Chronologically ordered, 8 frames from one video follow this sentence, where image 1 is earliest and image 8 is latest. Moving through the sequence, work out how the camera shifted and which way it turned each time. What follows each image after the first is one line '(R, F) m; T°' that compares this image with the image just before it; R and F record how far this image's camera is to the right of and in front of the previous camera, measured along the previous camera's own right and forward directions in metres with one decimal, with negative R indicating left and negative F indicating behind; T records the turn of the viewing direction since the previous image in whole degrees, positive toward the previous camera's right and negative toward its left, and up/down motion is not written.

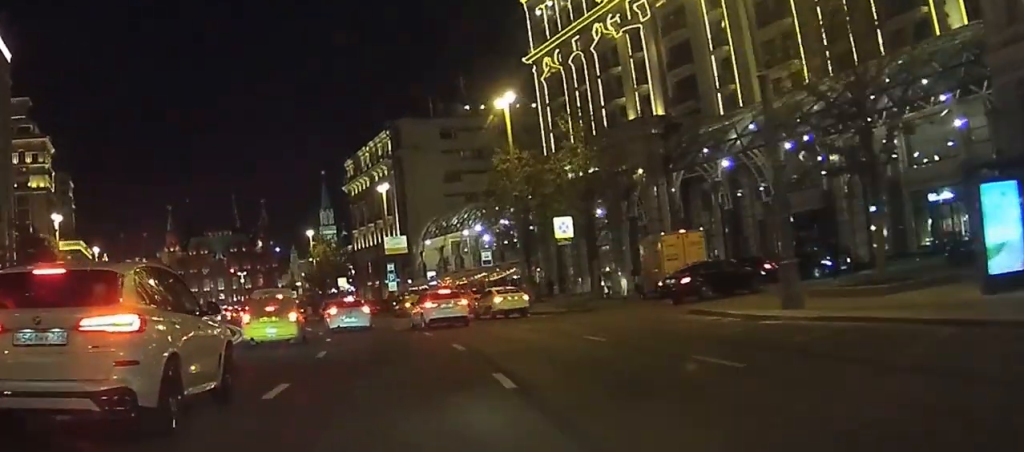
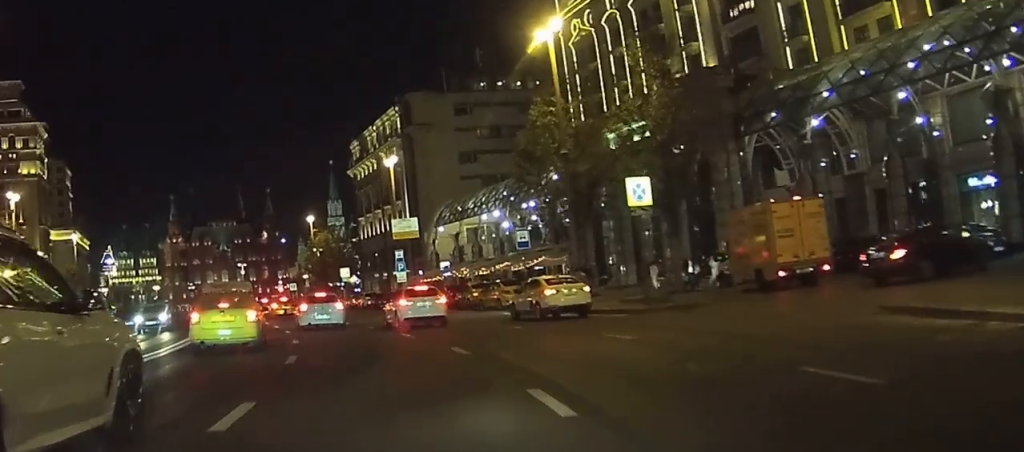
(0.0, +10.8) m; -1°
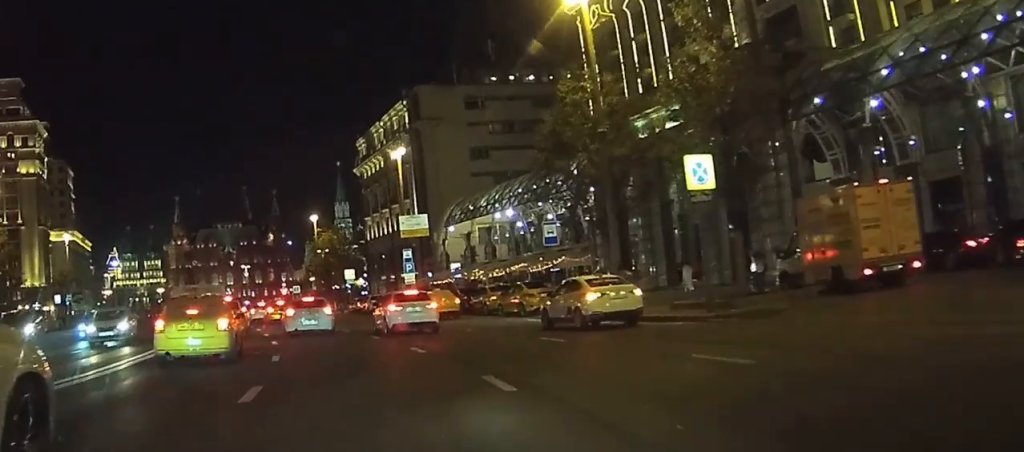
(-0.1, +5.0) m; 0°
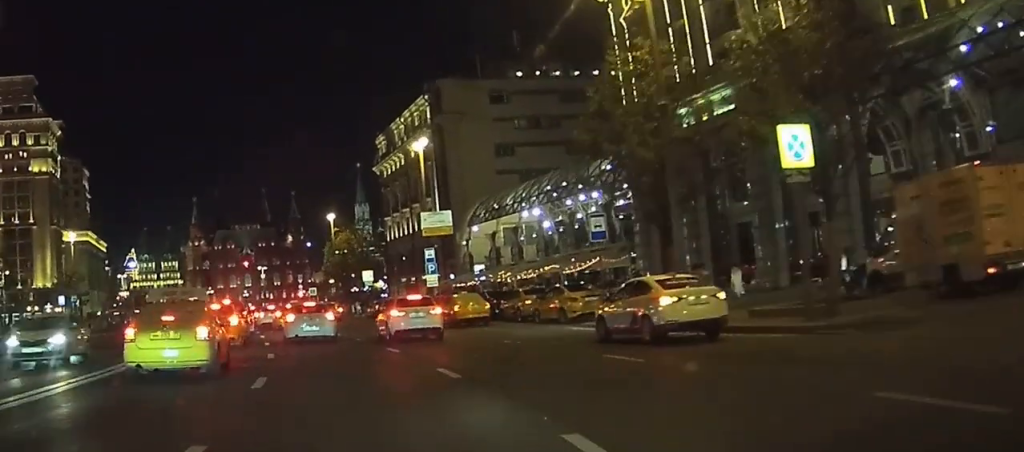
(-0.1, +4.9) m; 0°
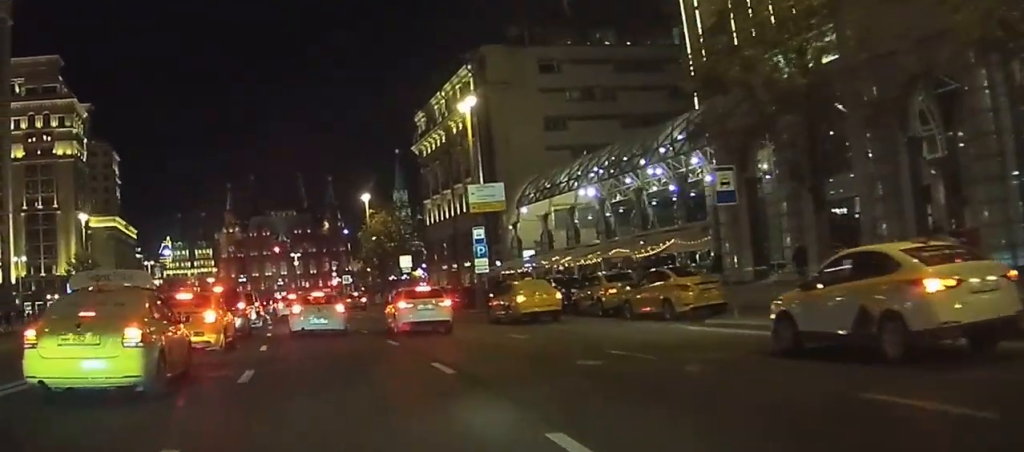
(+0.1, +9.3) m; +1°
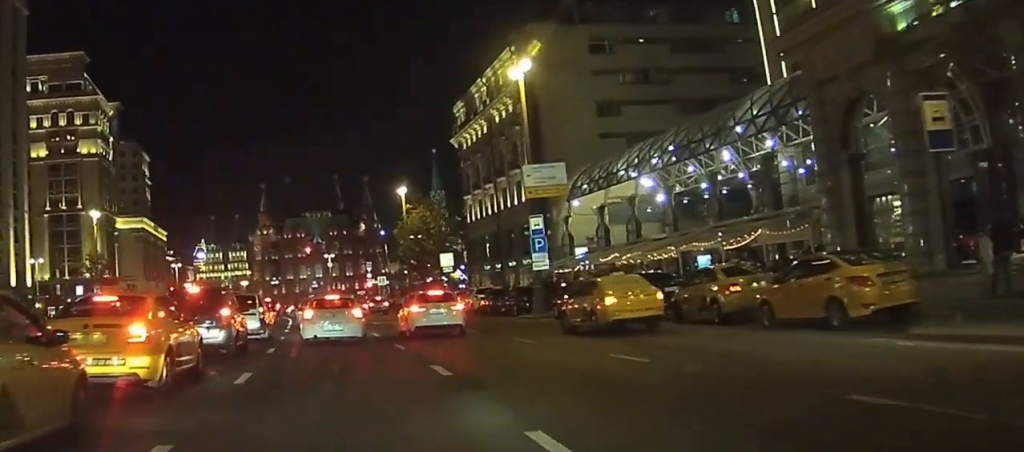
(0.0, +8.8) m; -1°
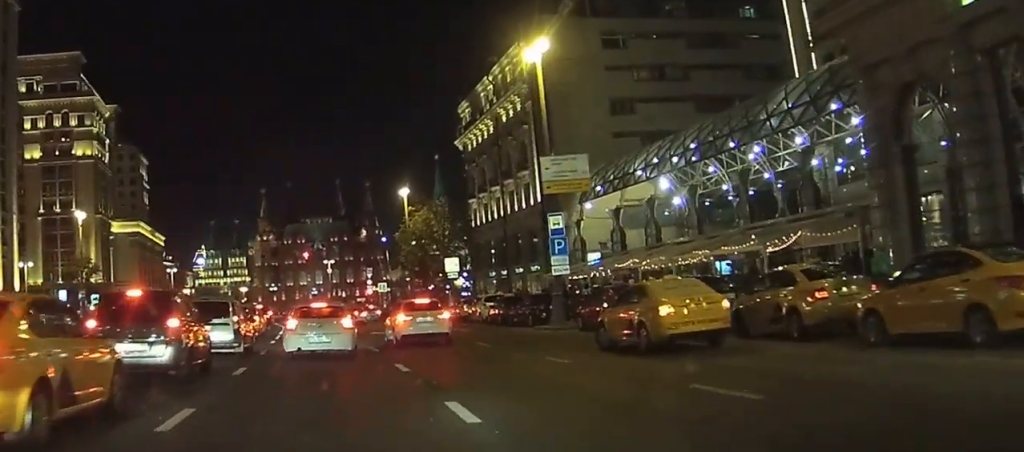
(-0.1, +4.9) m; -1°
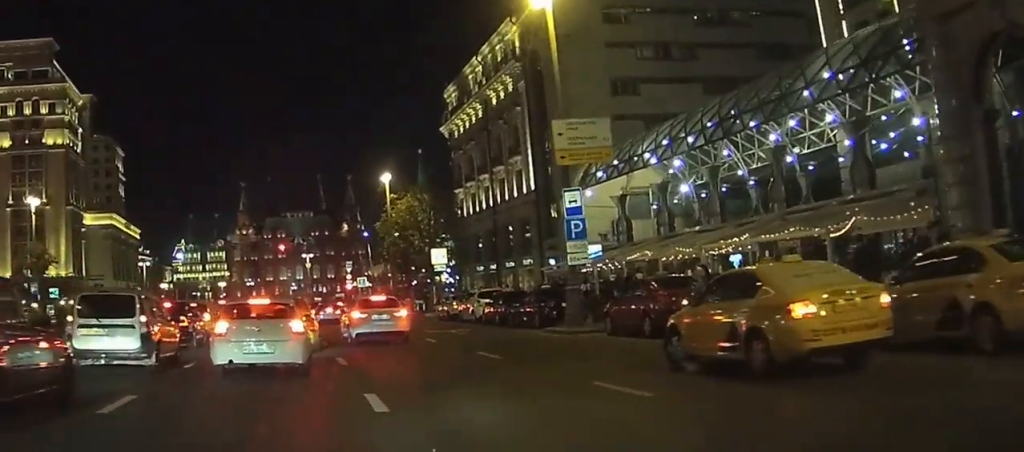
(-0.1, +7.1) m; -1°
